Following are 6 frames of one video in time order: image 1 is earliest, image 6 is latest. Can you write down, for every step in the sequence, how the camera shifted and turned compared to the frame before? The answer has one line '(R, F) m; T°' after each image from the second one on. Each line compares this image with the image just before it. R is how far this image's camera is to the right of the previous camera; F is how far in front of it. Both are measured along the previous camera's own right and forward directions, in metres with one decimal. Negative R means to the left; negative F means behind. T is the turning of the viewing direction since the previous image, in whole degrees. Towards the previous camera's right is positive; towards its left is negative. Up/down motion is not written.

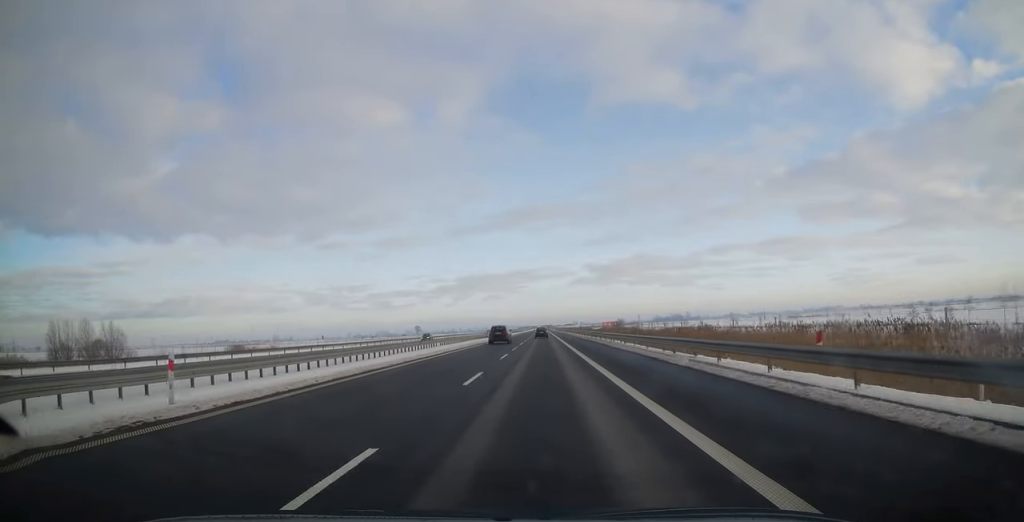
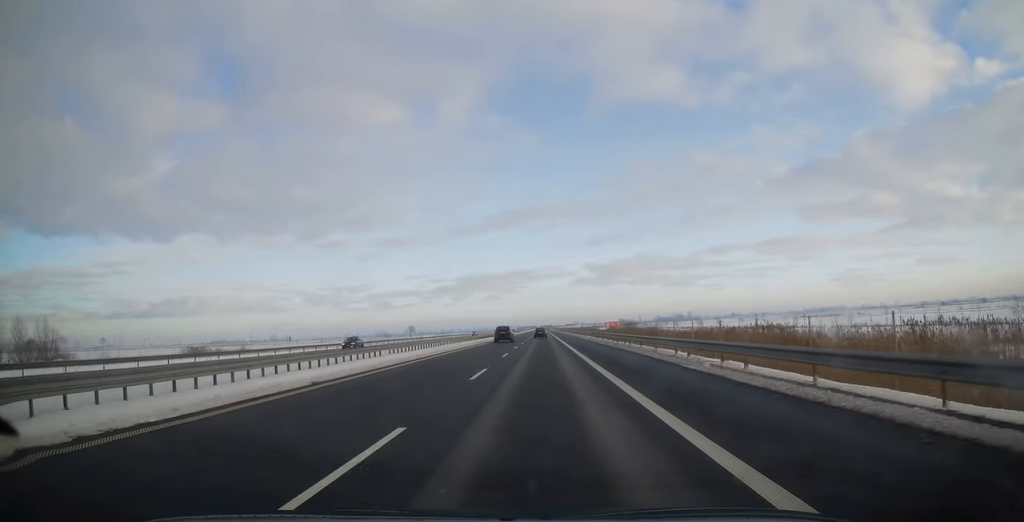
(-0.1, +22.4) m; 0°
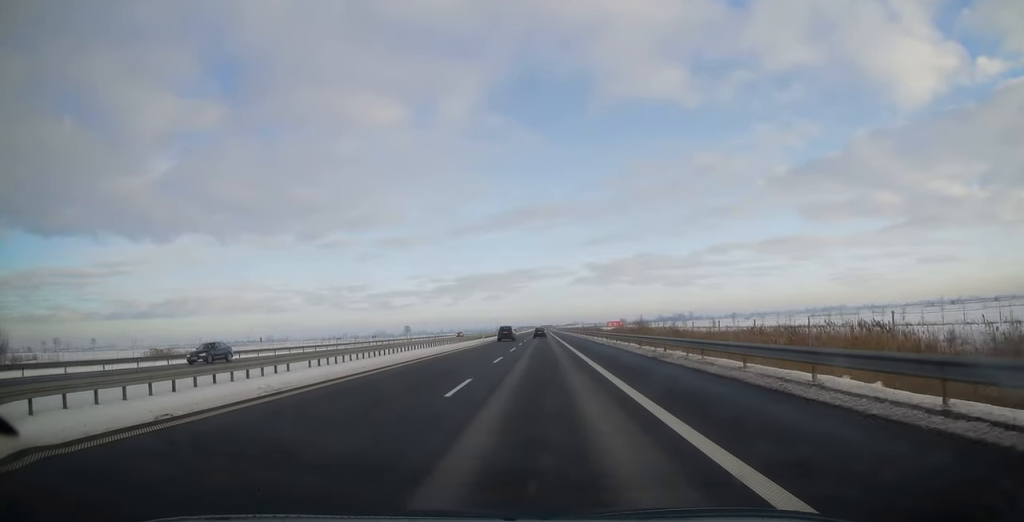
(0.0, +16.0) m; 0°
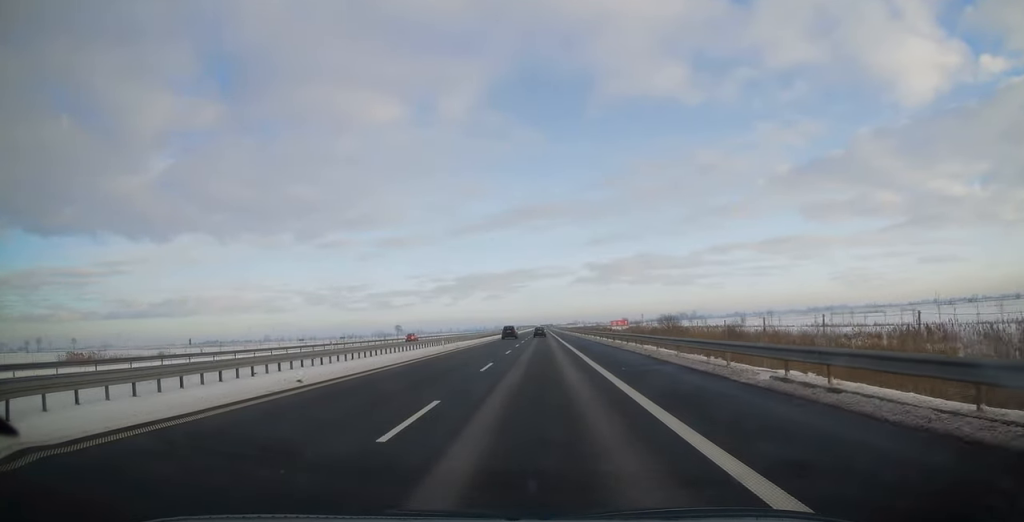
(0.0, +29.0) m; +1°
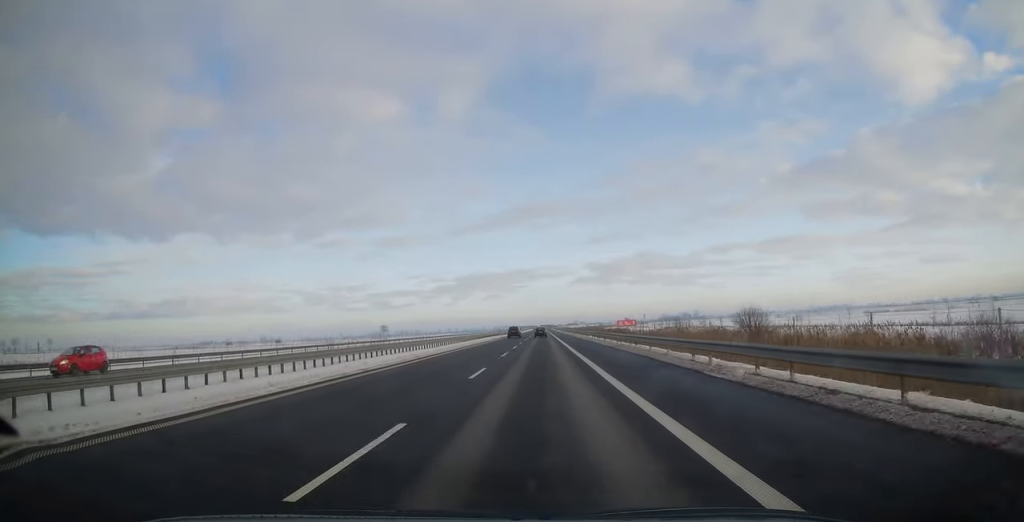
(+0.4, +38.9) m; 0°
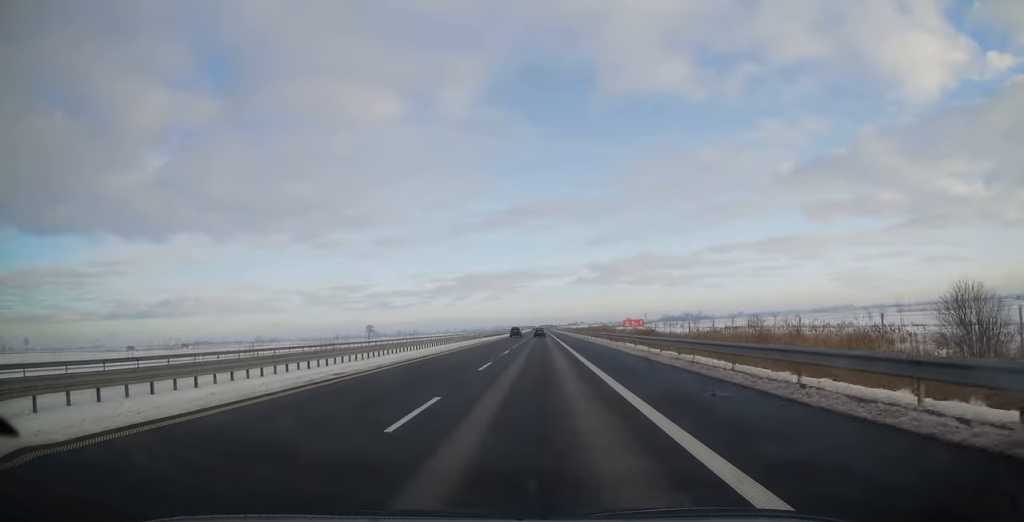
(-0.4, +33.4) m; -1°
